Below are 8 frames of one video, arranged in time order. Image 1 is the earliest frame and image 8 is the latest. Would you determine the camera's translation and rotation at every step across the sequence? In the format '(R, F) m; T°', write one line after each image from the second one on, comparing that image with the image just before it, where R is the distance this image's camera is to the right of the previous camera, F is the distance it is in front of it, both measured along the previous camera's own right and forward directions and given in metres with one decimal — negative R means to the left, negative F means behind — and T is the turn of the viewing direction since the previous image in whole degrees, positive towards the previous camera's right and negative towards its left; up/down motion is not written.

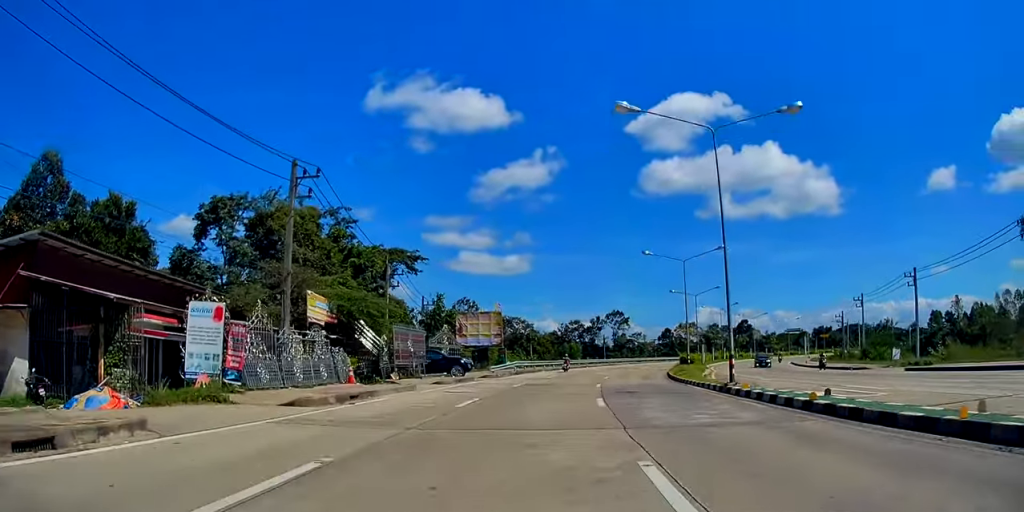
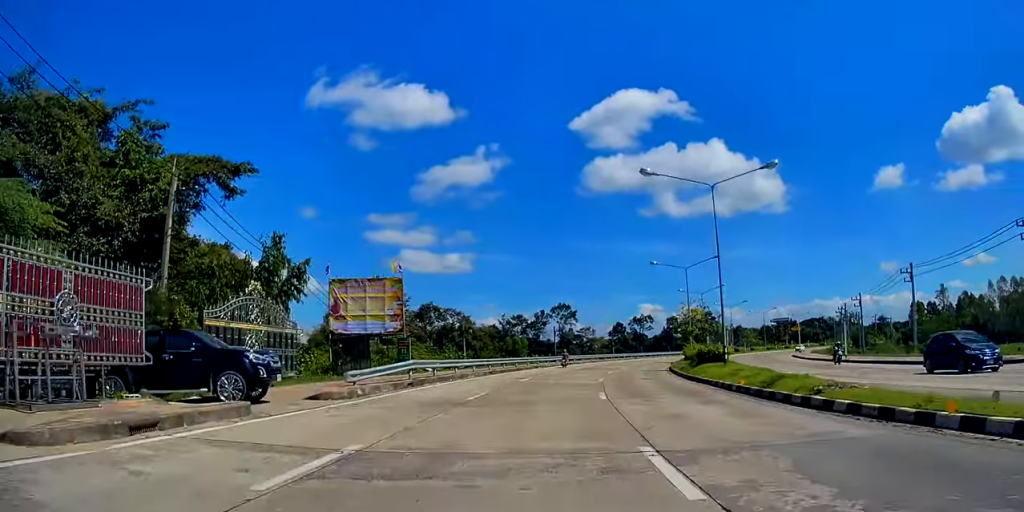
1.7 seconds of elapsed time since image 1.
(+1.0, +23.0) m; +4°
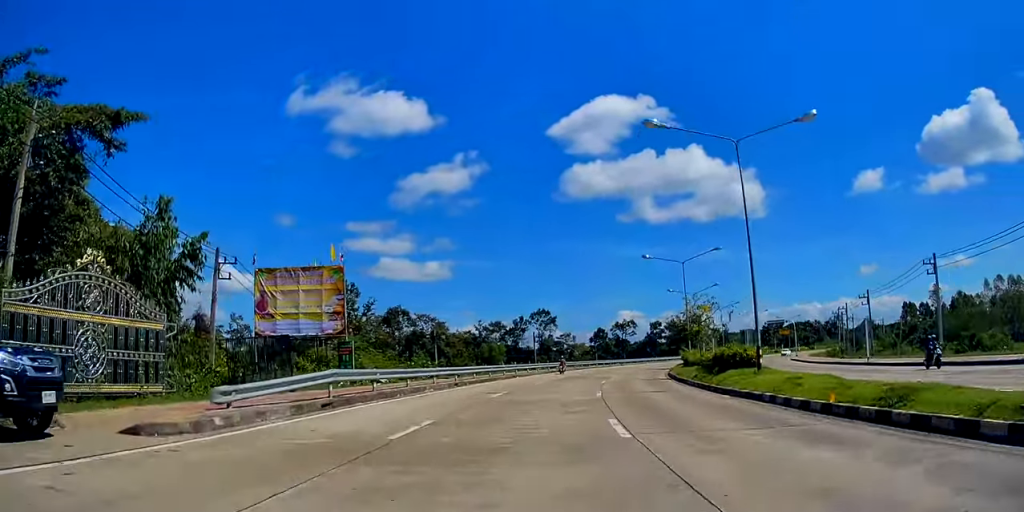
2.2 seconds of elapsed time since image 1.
(+0.1, +7.1) m; +1°
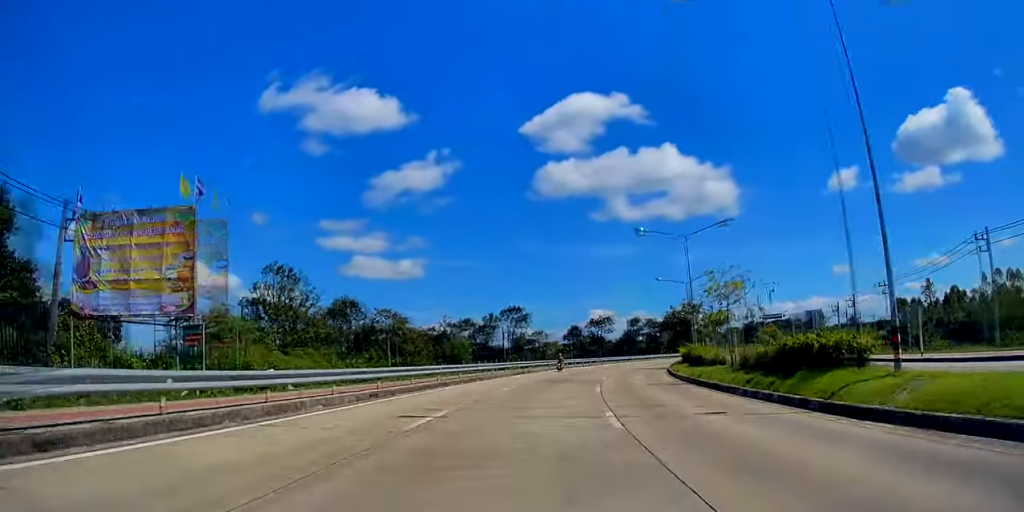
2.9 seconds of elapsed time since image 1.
(+0.1, +9.2) m; +2°
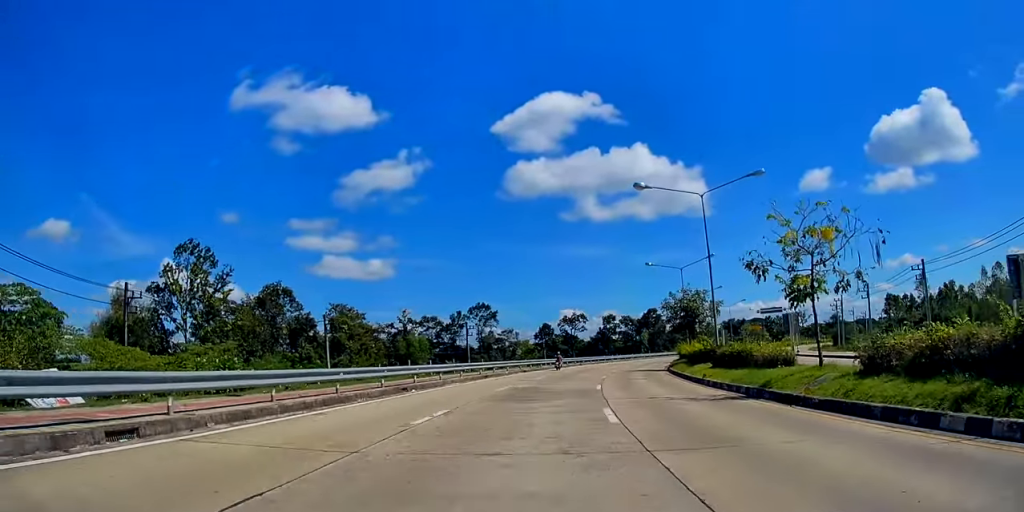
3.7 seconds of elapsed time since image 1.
(+0.2, +11.4) m; +3°
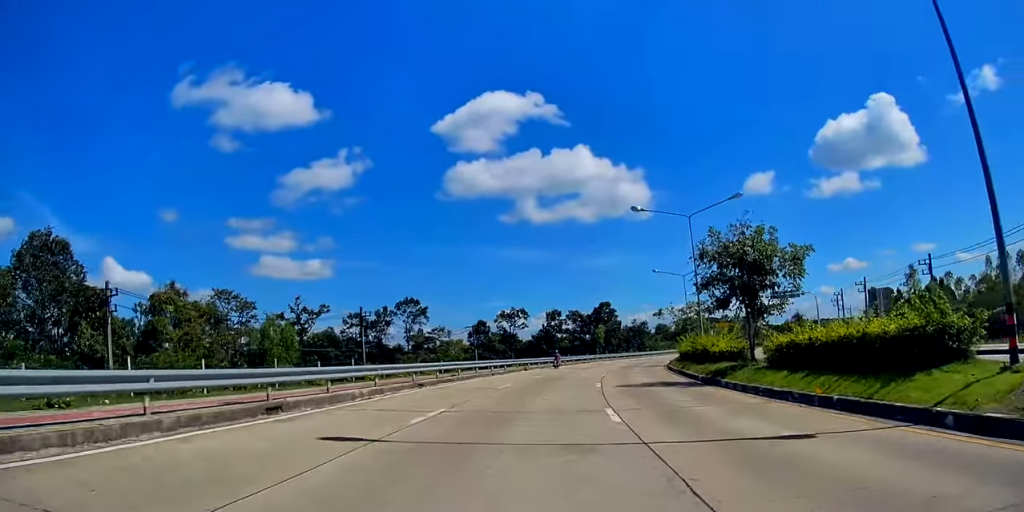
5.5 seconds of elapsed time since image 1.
(+1.4, +24.0) m; +5°
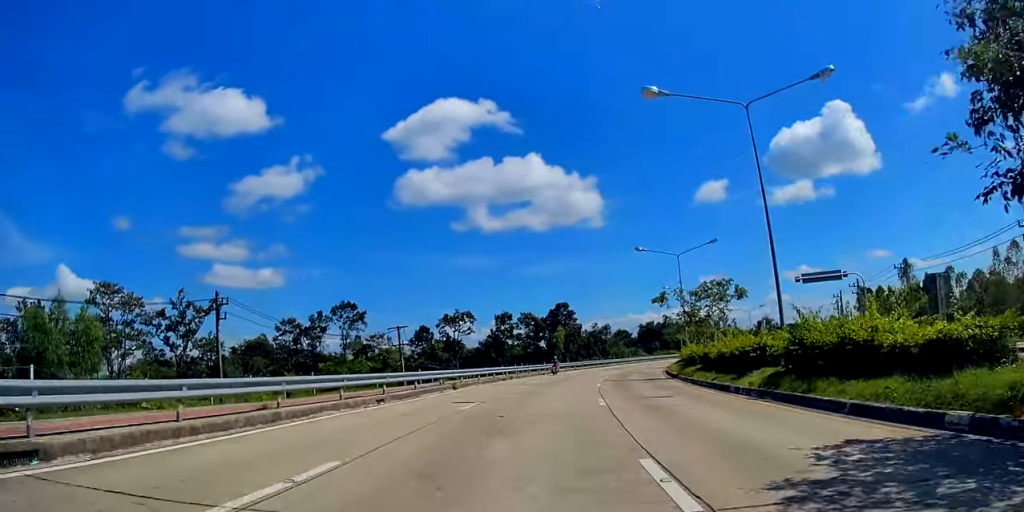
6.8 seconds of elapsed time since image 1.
(+0.6, +18.2) m; +5°
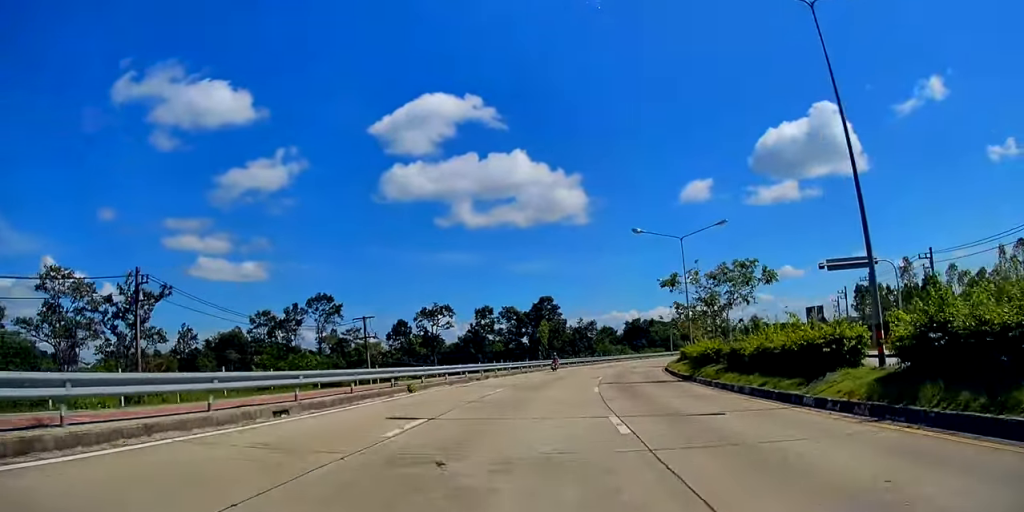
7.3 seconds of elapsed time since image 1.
(+0.2, +6.6) m; +2°
